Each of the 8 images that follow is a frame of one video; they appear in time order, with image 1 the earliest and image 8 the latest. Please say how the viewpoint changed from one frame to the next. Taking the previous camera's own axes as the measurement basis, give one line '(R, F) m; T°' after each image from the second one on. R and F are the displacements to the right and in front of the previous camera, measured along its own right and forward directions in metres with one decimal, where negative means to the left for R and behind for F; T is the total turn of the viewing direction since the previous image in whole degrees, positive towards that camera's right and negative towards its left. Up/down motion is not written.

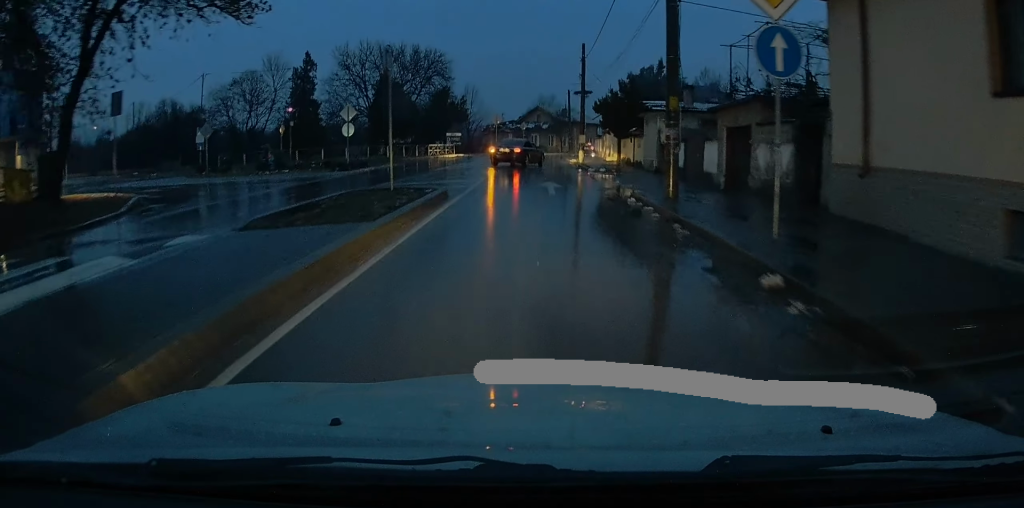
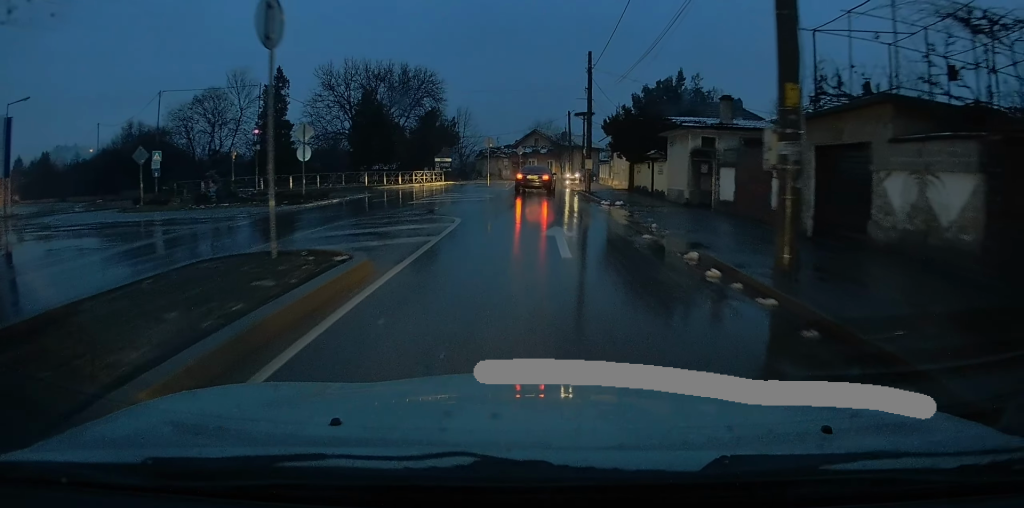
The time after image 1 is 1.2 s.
(+0.2, +6.1) m; +2°
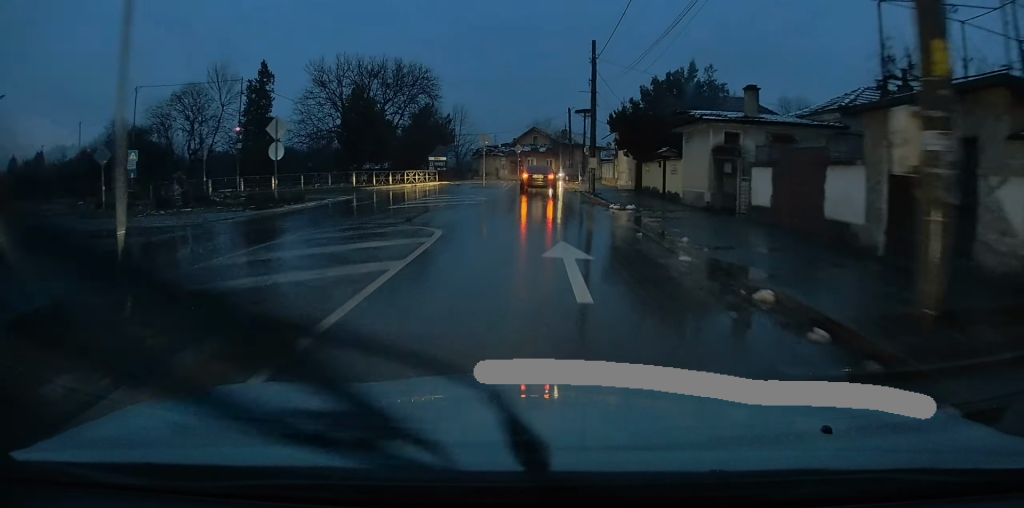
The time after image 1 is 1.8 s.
(-0.2, +2.9) m; +2°
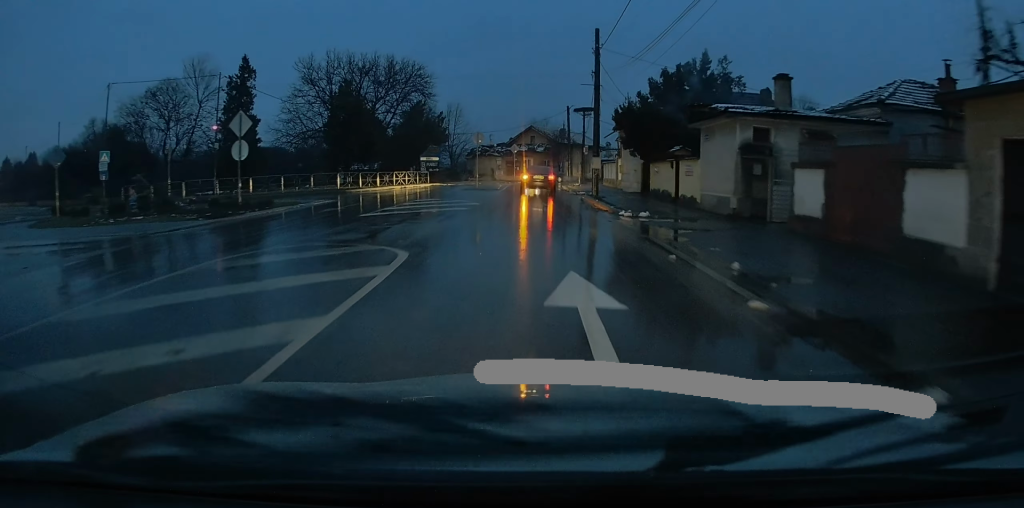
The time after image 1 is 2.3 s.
(+0.2, +3.2) m; 0°
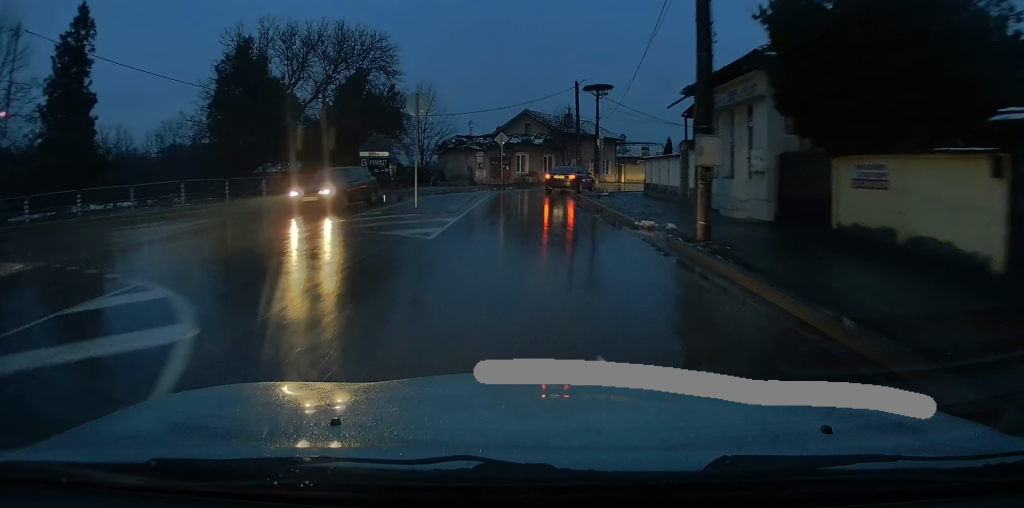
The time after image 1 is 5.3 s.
(-0.9, +19.8) m; -4°
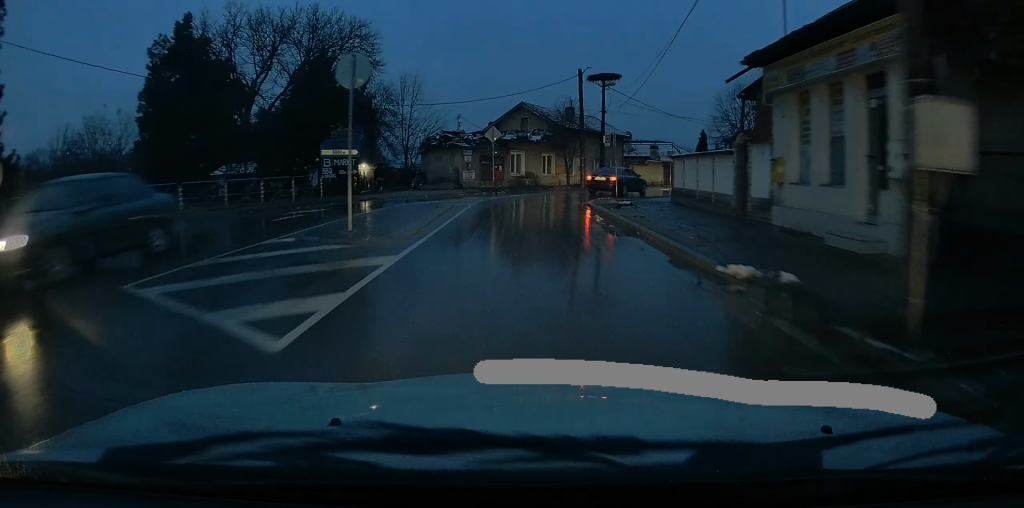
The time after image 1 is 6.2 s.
(-0.1, +6.8) m; 0°
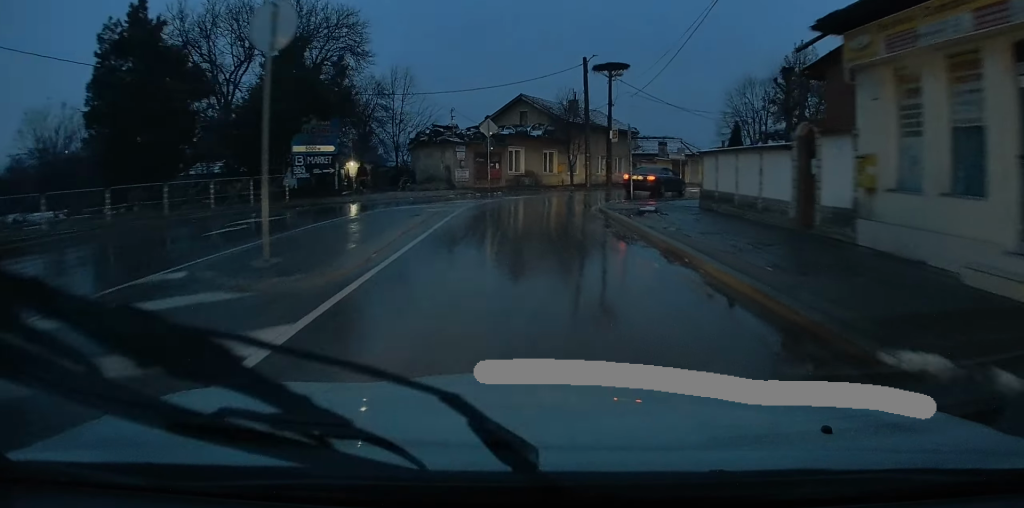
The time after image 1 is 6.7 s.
(+0.1, +4.0) m; 0°
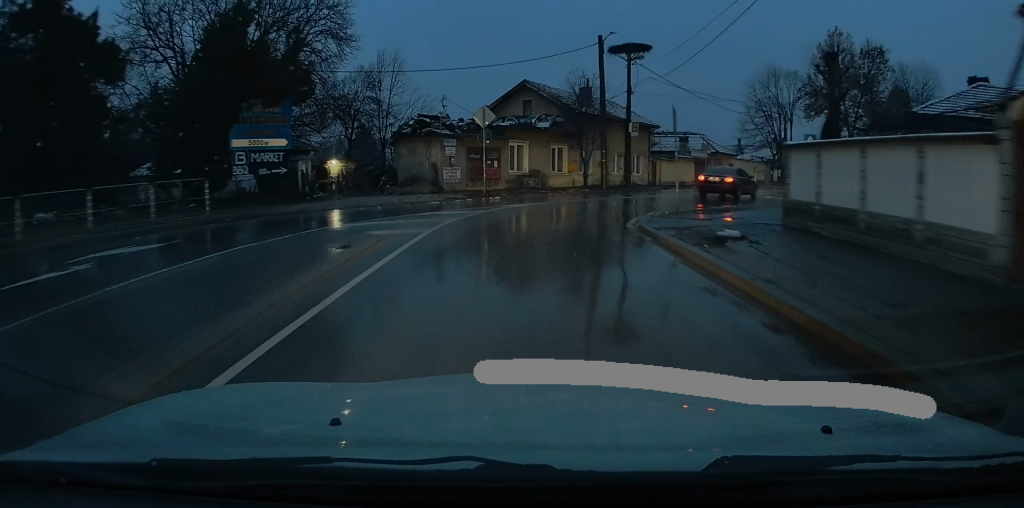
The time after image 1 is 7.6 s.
(-0.1, +6.5) m; +1°
